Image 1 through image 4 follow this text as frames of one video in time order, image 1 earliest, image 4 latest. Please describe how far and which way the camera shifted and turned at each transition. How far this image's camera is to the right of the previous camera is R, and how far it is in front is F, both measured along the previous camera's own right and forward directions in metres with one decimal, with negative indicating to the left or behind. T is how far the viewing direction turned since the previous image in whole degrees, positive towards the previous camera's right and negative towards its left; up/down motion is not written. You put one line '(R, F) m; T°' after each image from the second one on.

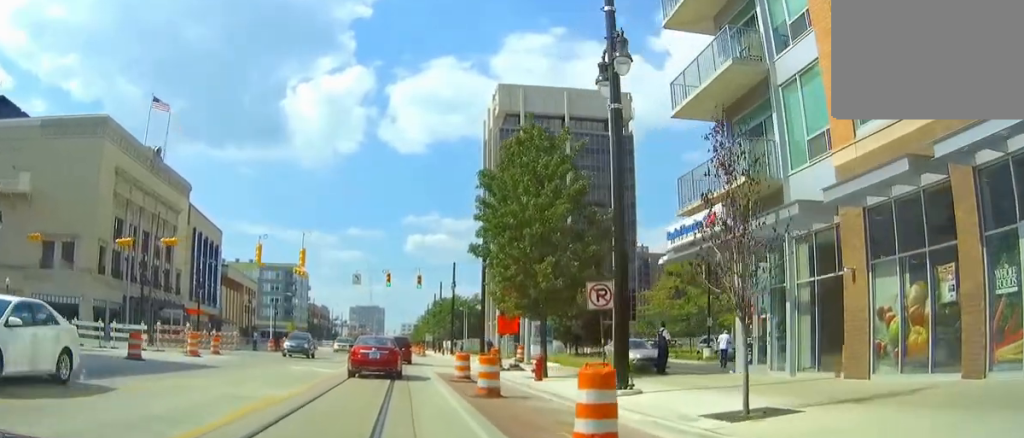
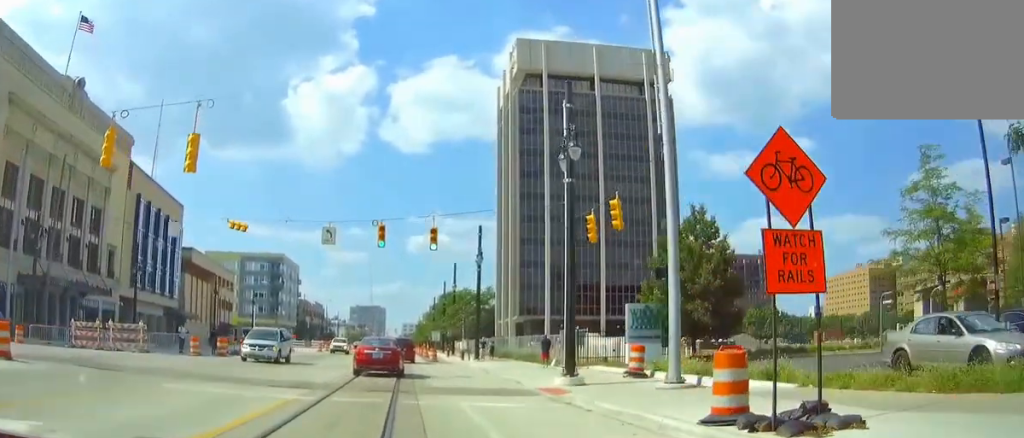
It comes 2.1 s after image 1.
(-0.2, +22.8) m; 0°
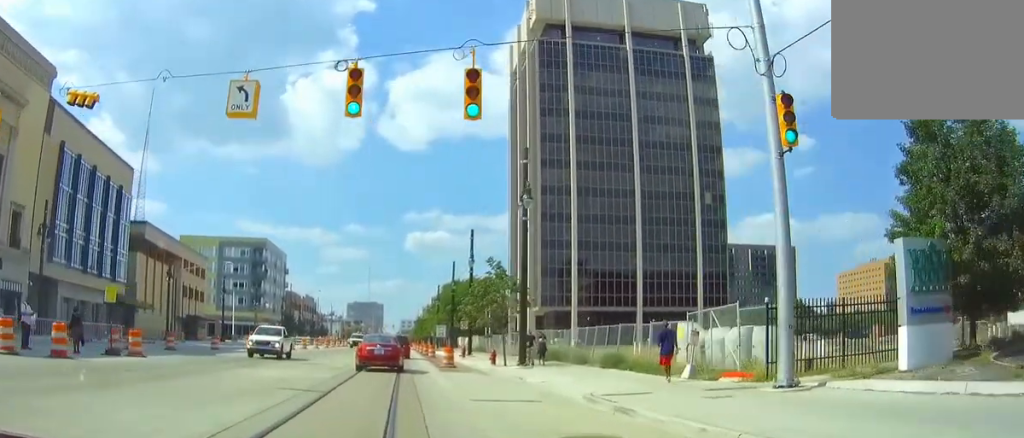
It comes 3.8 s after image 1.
(+0.1, +20.2) m; 0°
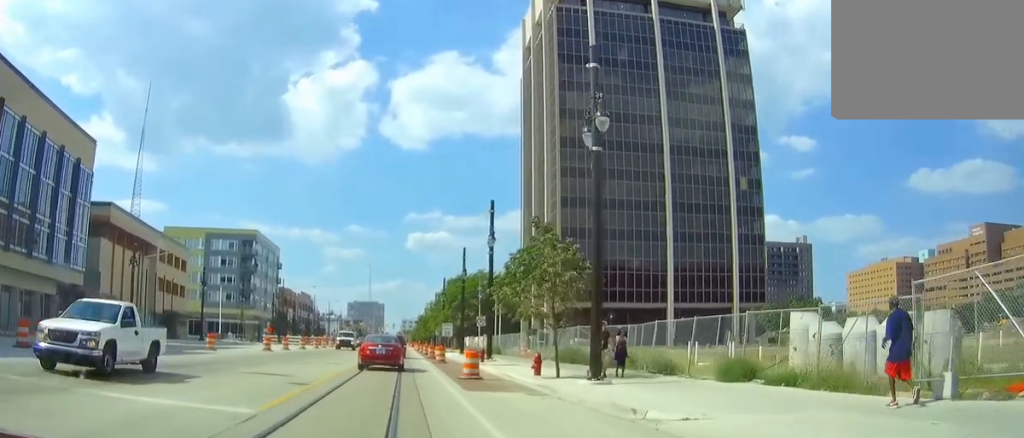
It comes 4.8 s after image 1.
(-0.1, +13.1) m; +1°
